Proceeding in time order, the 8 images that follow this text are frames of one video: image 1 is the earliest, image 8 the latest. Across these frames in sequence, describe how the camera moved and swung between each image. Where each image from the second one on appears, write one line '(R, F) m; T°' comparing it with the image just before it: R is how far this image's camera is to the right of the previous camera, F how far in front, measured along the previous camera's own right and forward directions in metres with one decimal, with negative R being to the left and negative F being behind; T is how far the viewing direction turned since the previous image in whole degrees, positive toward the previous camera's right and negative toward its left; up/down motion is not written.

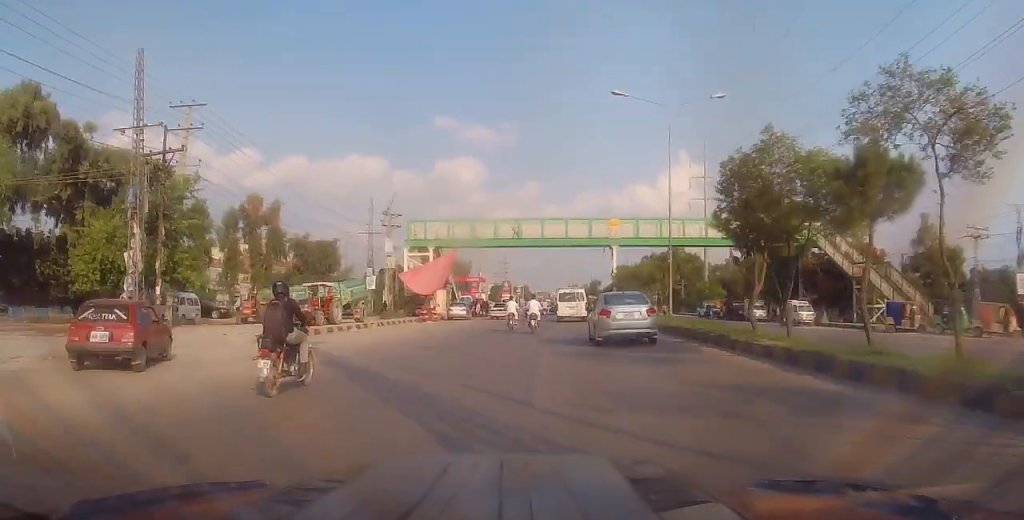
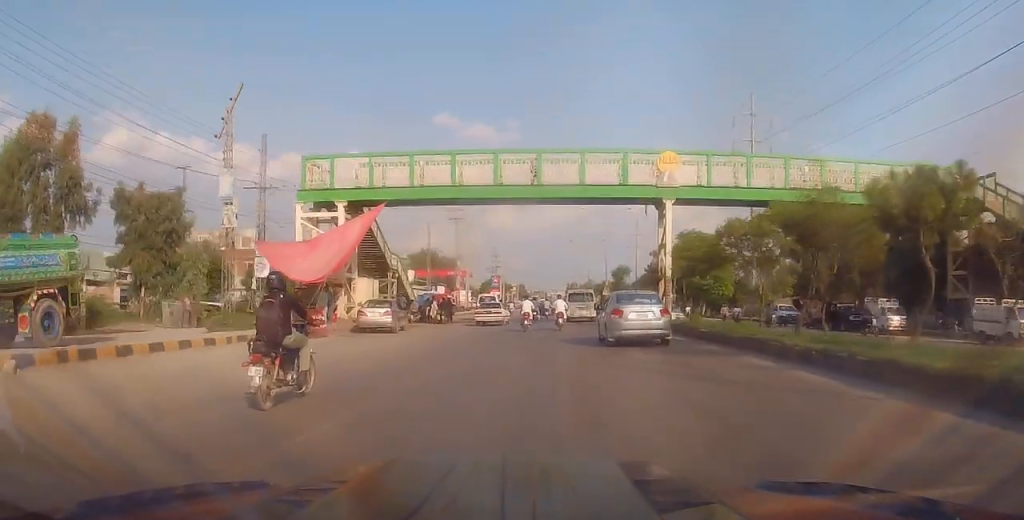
(-0.1, +24.2) m; -1°
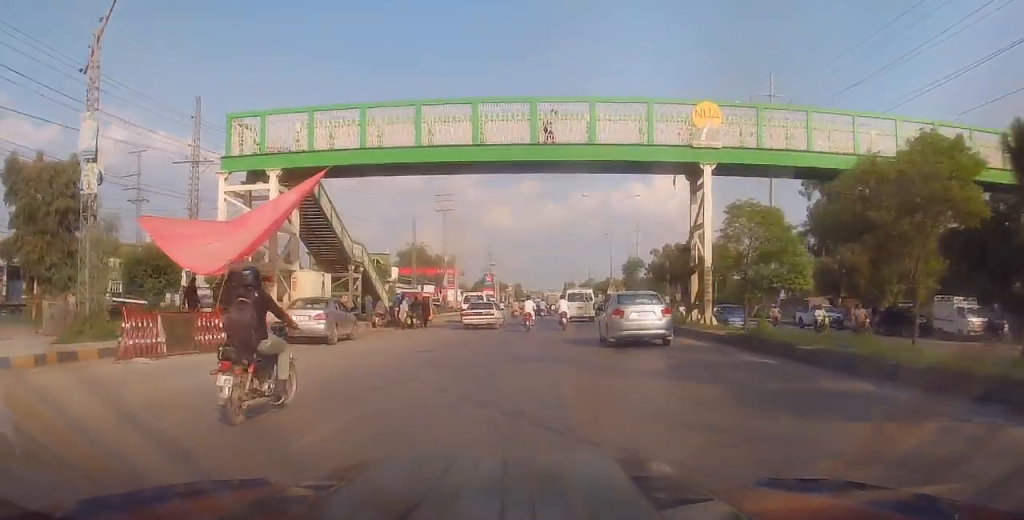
(-0.1, +7.9) m; 0°
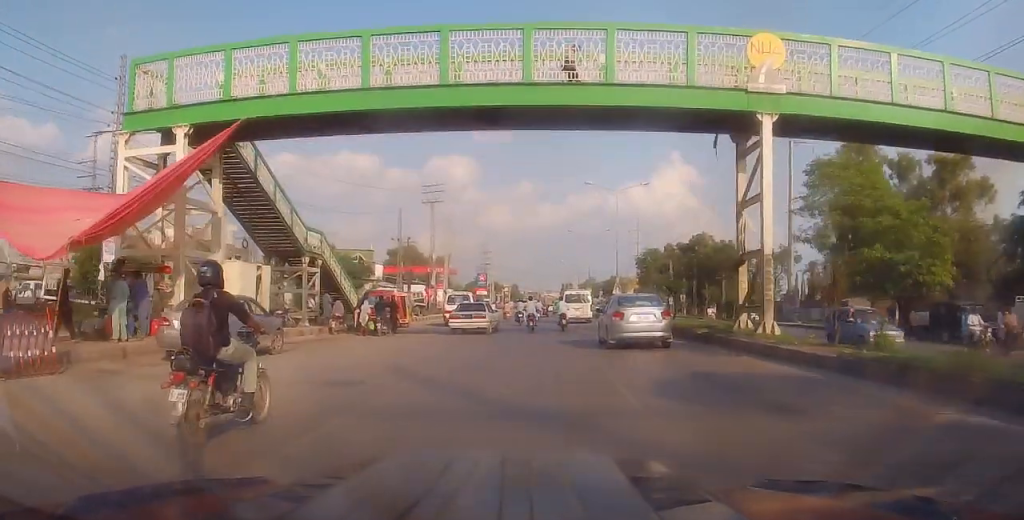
(+0.1, +6.4) m; +1°
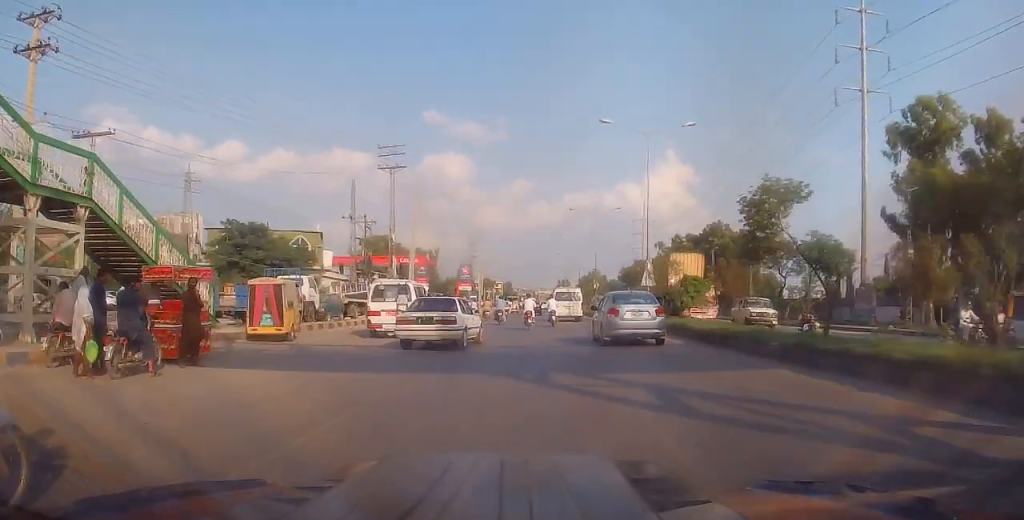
(+0.4, +16.5) m; +2°
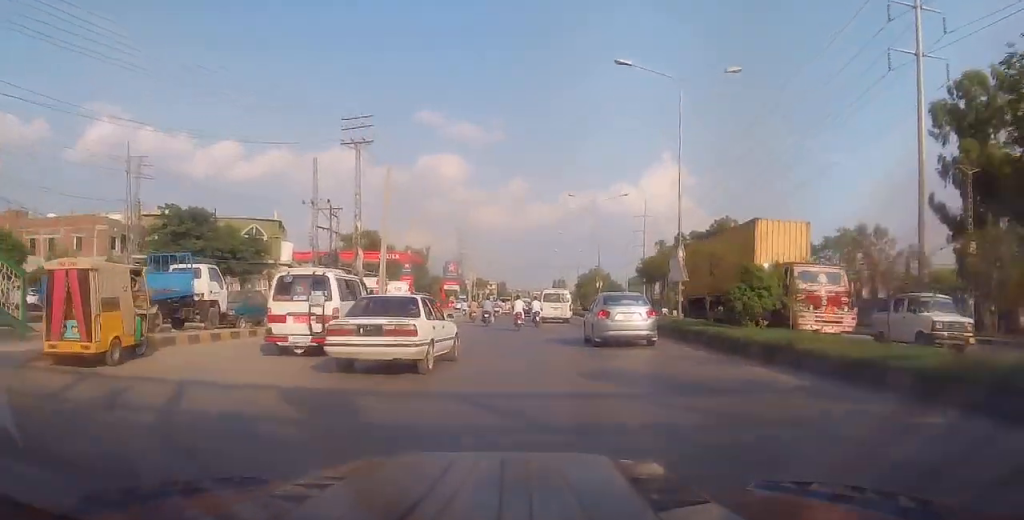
(0.0, +8.6) m; -1°
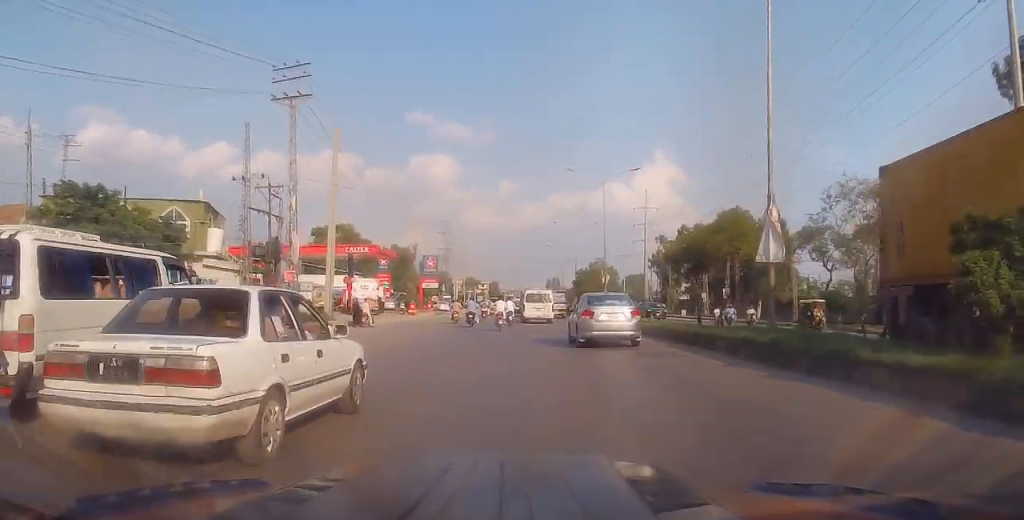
(-0.2, +10.5) m; -1°
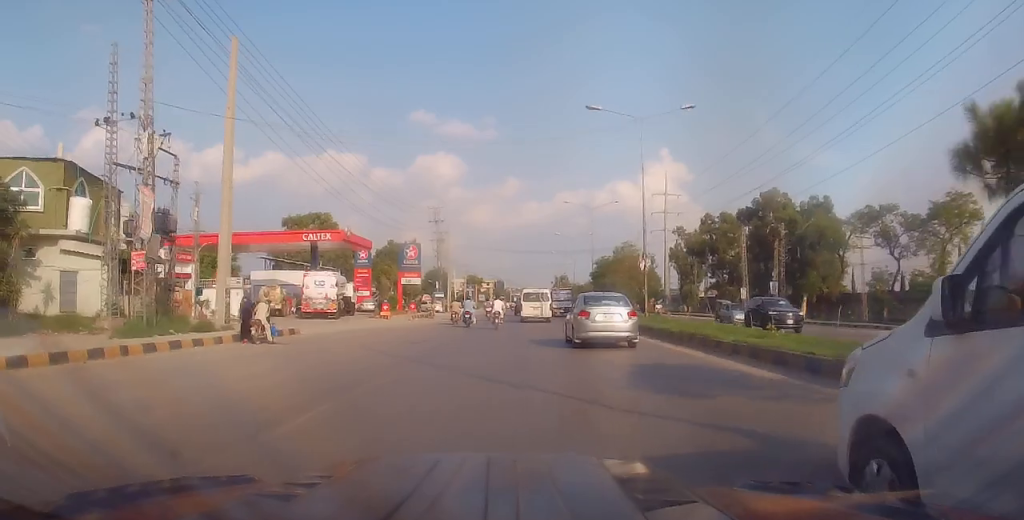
(-0.1, +13.9) m; 0°
